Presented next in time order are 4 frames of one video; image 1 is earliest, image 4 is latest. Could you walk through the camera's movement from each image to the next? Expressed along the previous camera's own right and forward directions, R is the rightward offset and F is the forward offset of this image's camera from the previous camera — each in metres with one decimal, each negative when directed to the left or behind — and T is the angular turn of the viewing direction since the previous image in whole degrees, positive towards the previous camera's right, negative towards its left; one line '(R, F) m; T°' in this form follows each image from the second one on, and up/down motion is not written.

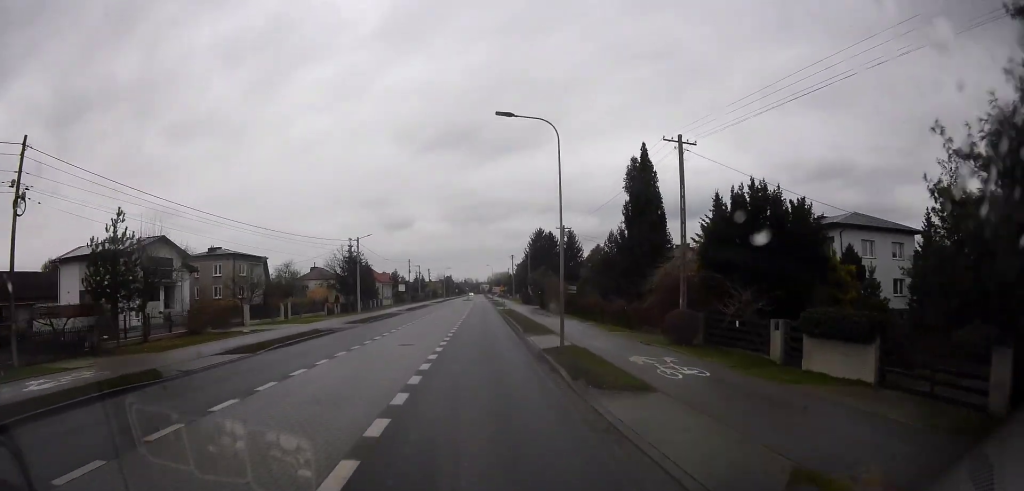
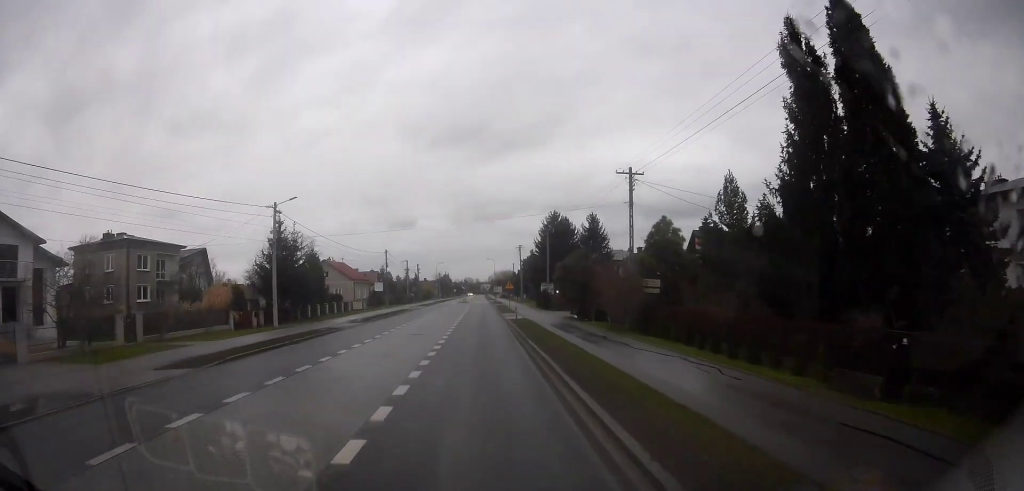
(+0.6, +20.8) m; -3°
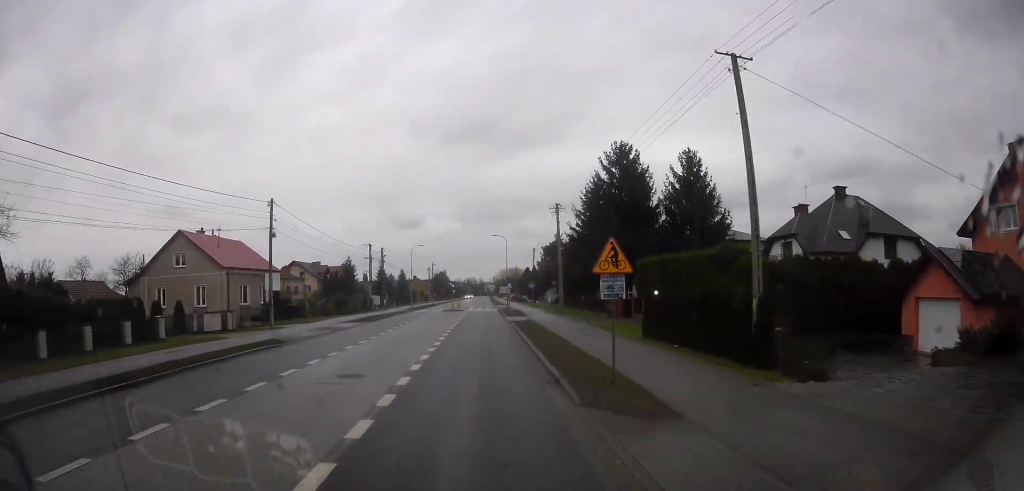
(-2.5, +38.2) m; -2°
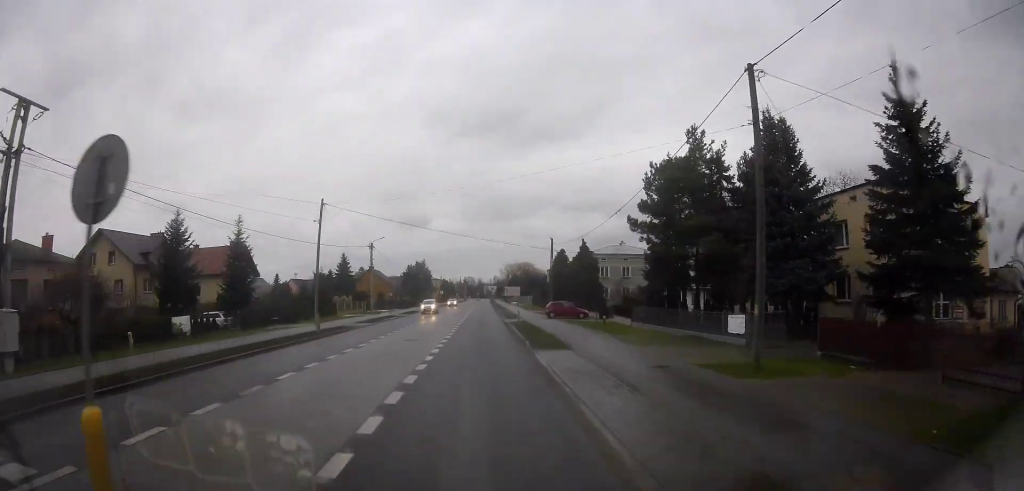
(+0.7, +59.1) m; +2°
